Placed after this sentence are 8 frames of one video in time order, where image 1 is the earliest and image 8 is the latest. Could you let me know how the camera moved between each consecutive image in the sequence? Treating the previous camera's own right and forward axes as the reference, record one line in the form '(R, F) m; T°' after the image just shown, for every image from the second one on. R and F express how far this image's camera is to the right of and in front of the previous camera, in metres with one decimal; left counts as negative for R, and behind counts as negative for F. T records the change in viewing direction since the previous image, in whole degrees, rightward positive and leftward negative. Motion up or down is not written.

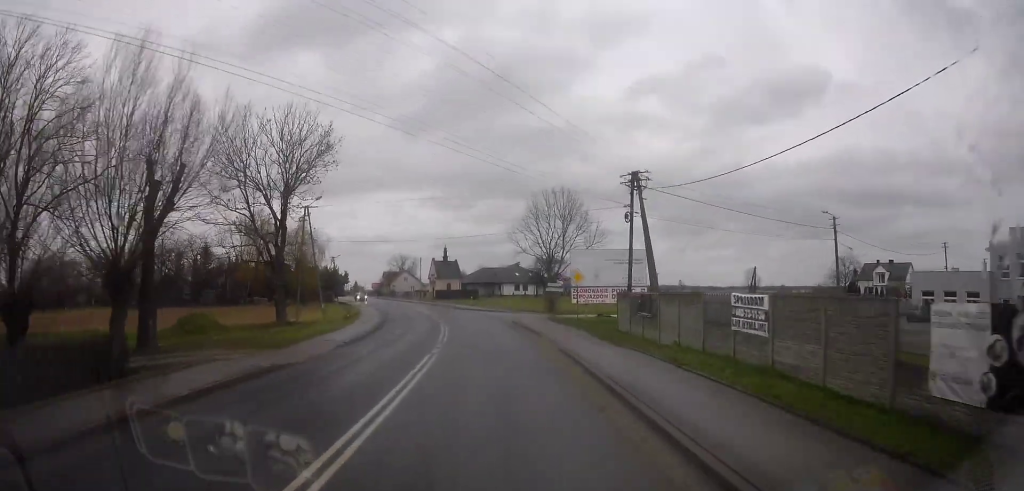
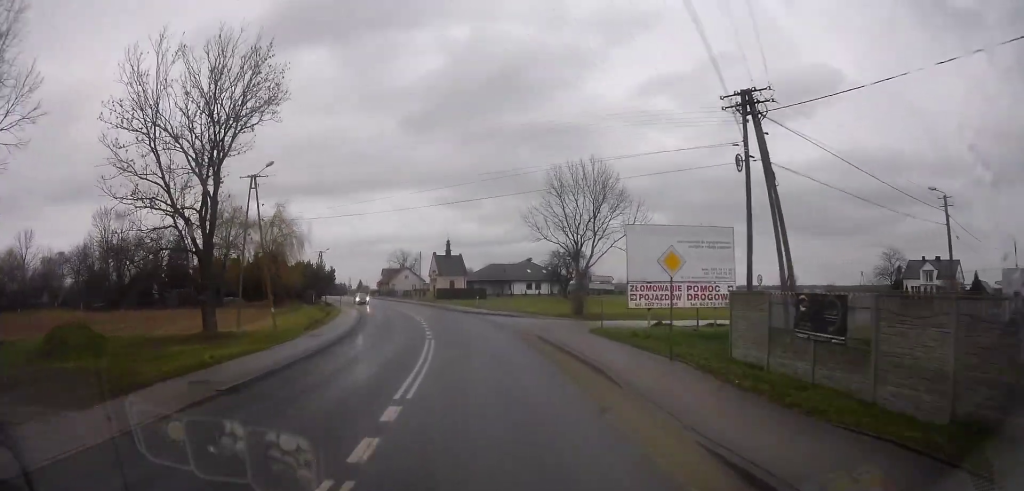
(-0.3, +11.9) m; +2°
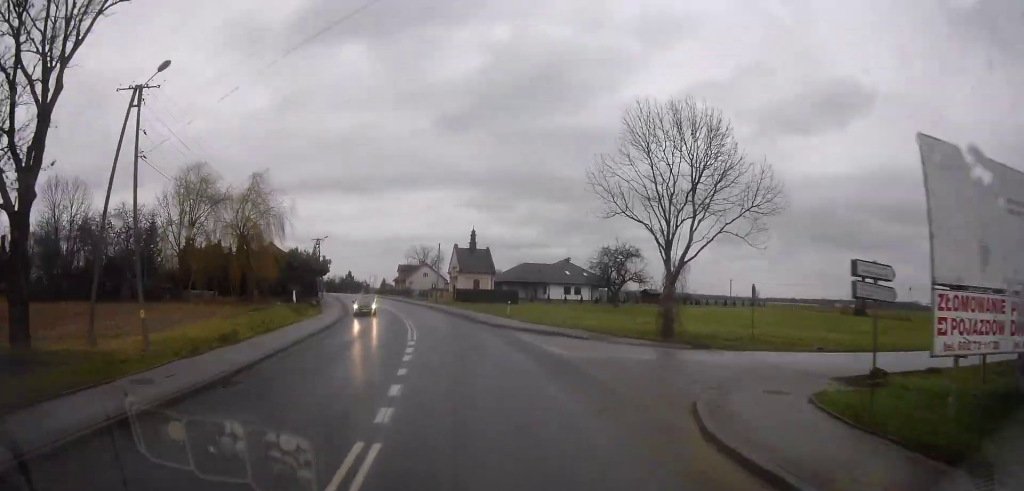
(+1.2, +14.9) m; -3°
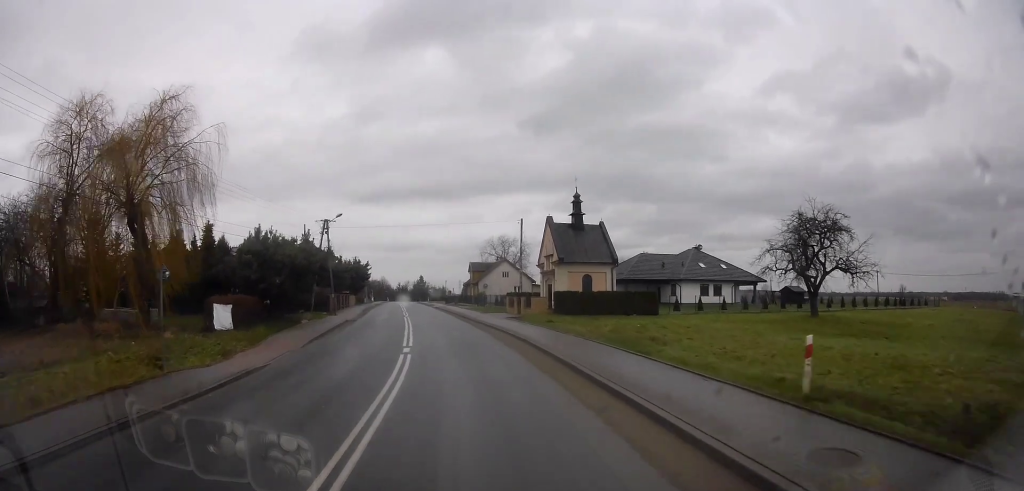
(-2.1, +26.7) m; -3°
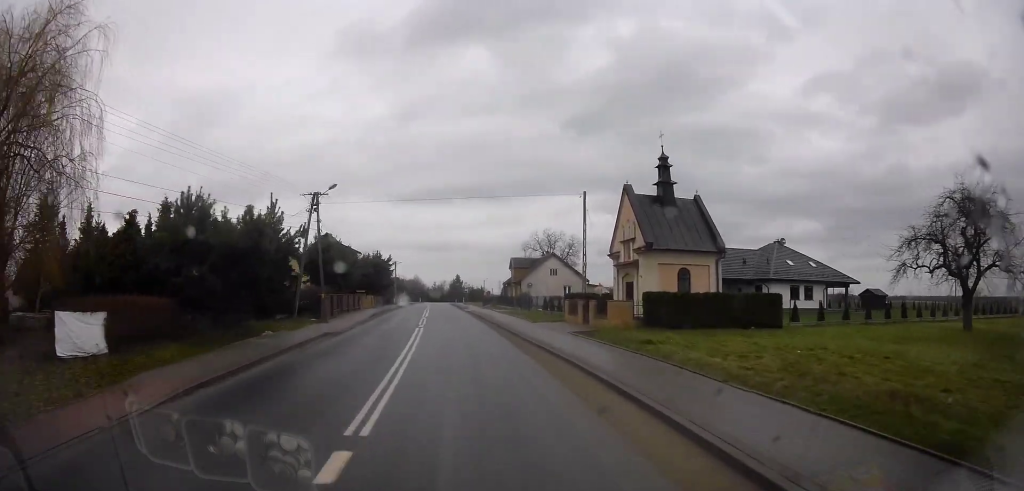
(+0.2, +11.9) m; -2°
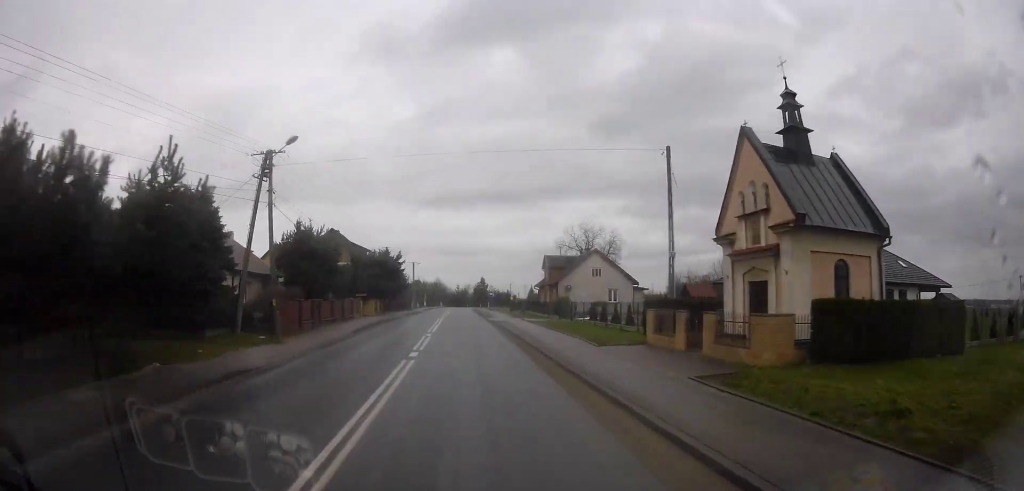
(0.0, +10.8) m; -7°
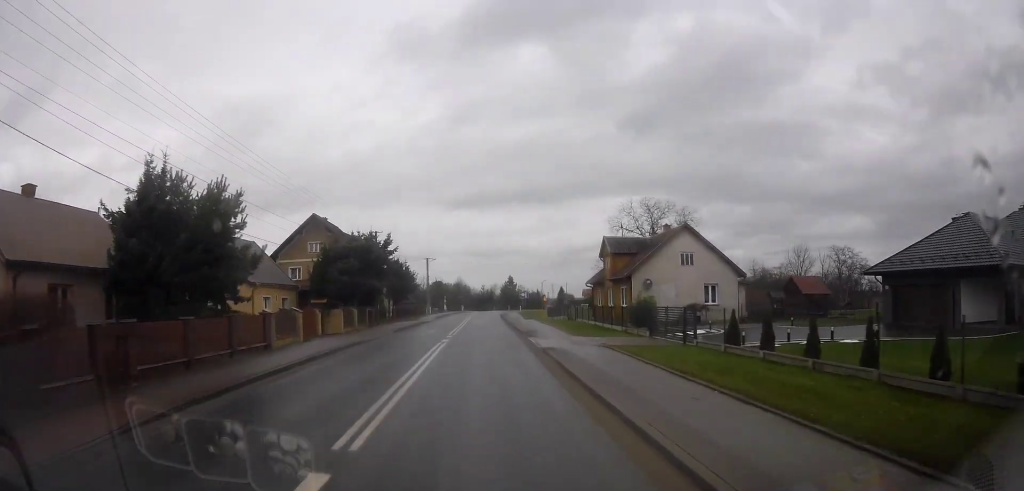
(-2.2, +16.9) m; -9°
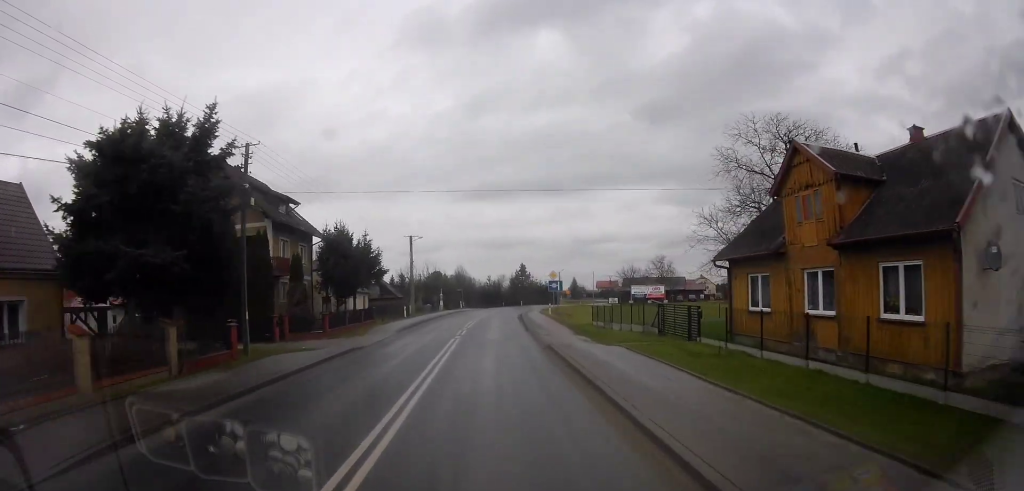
(-0.2, +24.0) m; 0°
